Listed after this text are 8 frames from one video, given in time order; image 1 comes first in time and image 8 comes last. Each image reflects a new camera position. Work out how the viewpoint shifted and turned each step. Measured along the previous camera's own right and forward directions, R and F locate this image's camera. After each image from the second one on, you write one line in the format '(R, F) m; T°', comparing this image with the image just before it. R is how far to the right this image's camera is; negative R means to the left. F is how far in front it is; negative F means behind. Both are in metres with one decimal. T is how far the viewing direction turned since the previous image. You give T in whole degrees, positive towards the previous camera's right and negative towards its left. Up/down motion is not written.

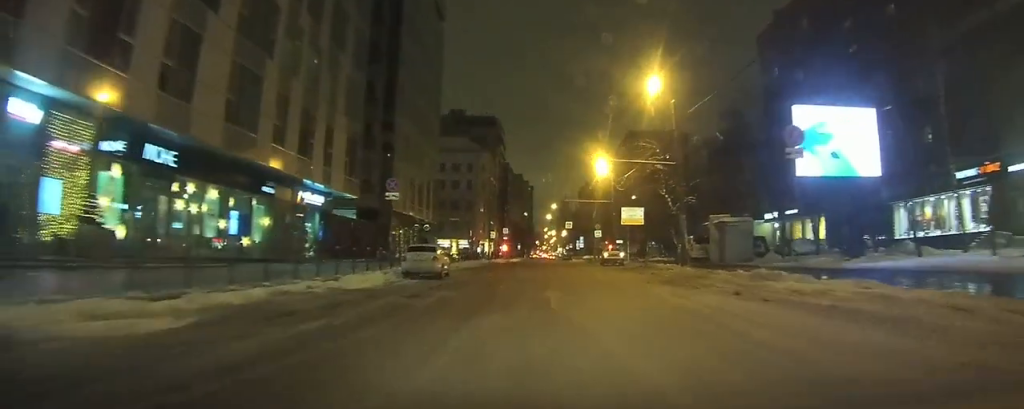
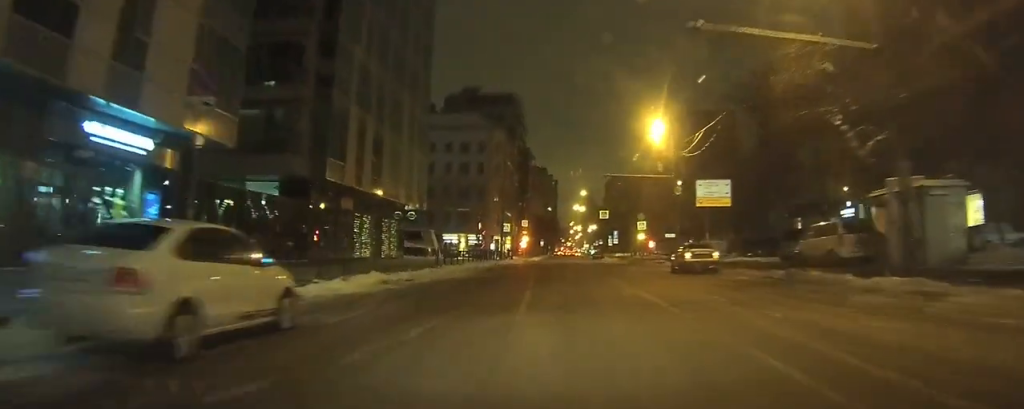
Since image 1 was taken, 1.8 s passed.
(+0.1, +19.0) m; +2°
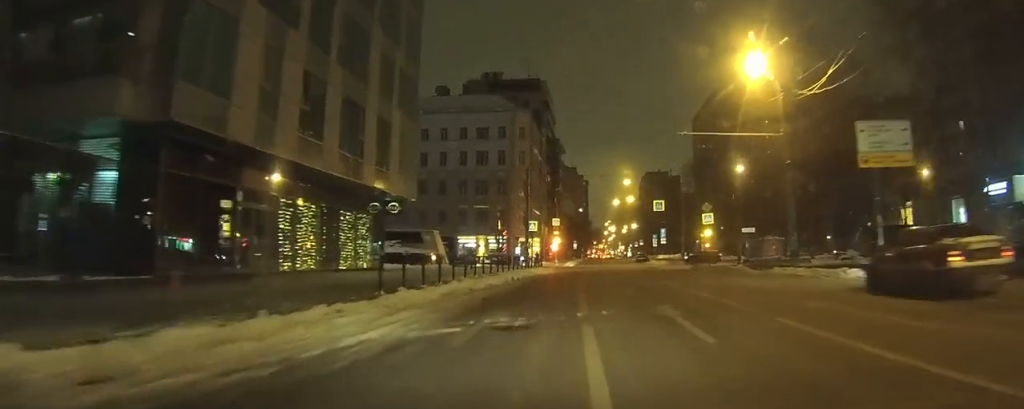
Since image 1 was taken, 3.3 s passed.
(-0.2, +15.4) m; 0°
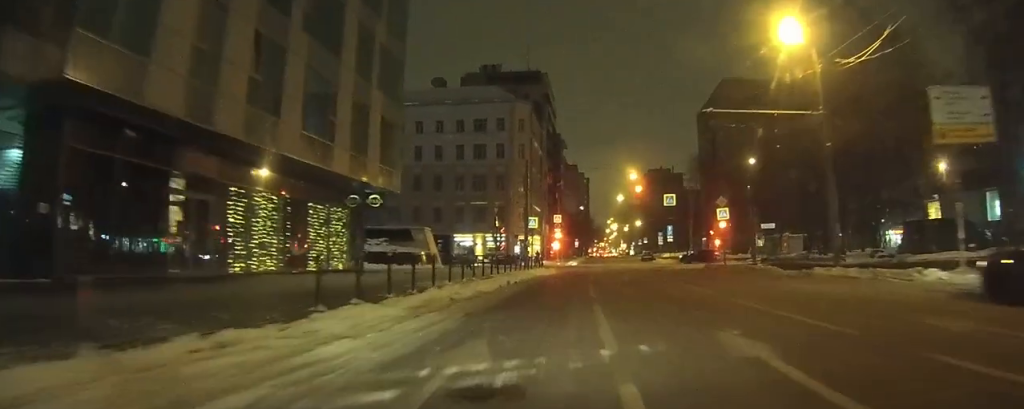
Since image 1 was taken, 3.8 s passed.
(-0.1, +4.4) m; 0°
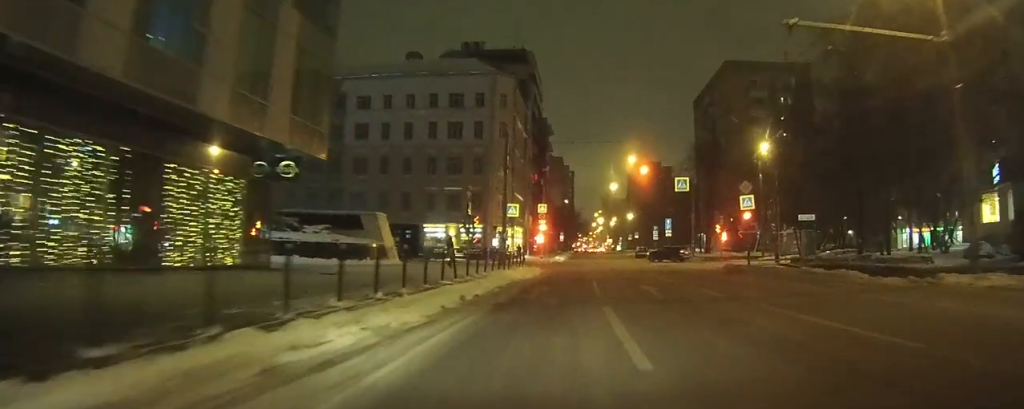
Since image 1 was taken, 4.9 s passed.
(+0.3, +9.5) m; +2°
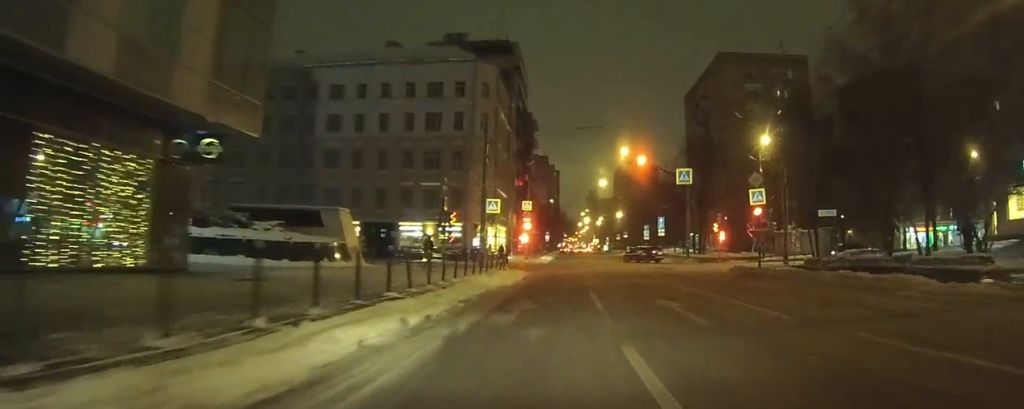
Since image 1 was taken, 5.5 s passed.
(0.0, +4.5) m; 0°
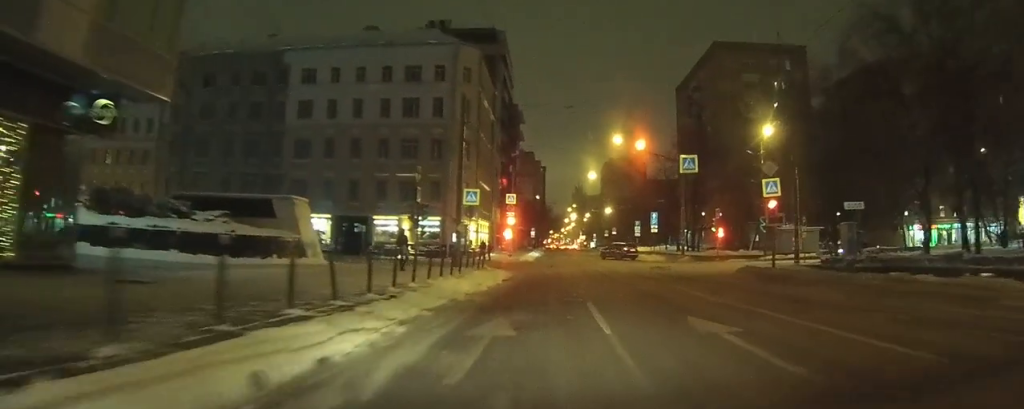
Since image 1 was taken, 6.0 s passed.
(0.0, +4.2) m; 0°
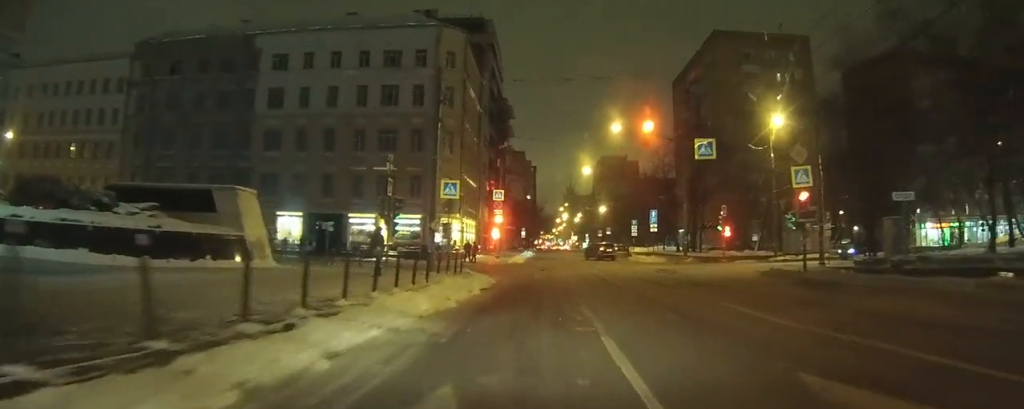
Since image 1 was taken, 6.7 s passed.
(0.0, +4.9) m; +1°
